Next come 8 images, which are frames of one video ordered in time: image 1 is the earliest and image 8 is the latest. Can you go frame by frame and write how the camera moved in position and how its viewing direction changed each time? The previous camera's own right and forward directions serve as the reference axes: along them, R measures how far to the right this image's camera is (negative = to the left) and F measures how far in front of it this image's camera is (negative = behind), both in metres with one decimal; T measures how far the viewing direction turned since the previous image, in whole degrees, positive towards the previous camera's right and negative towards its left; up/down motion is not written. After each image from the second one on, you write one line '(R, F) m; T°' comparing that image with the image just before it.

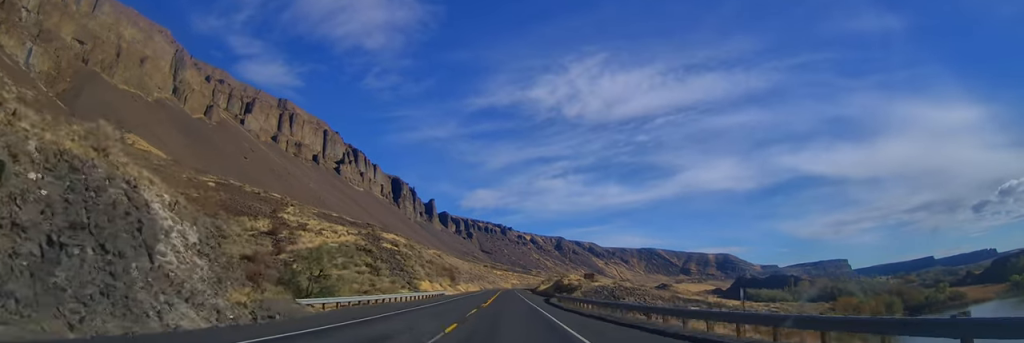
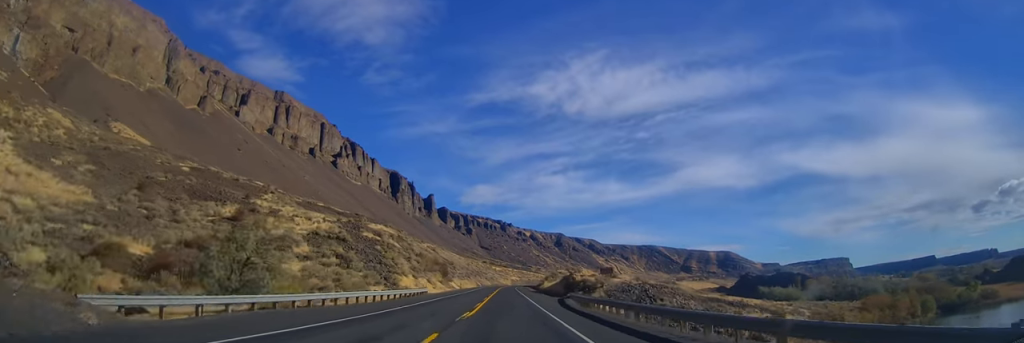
(+0.1, +17.5) m; 0°
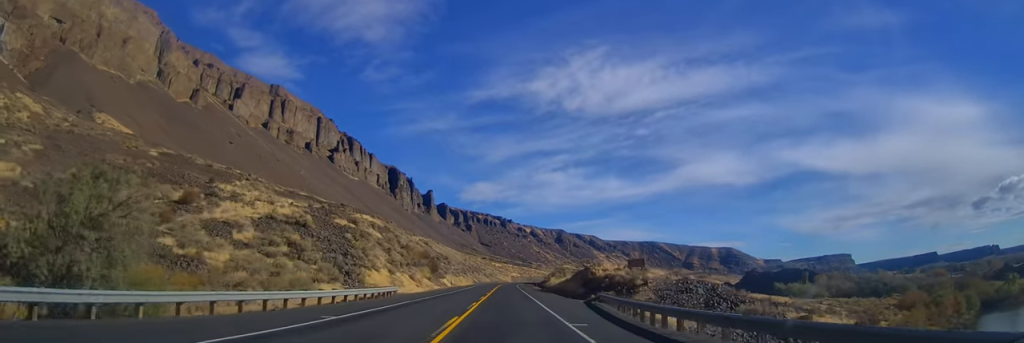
(+0.2, +18.6) m; 0°
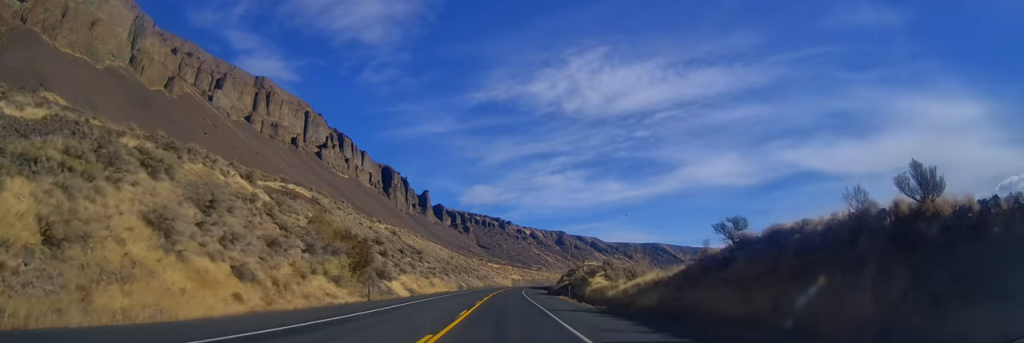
(-1.6, +54.5) m; -1°
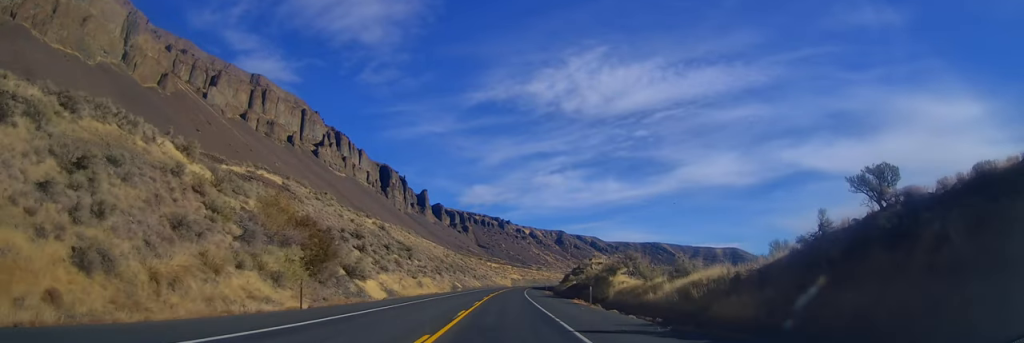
(+0.1, +12.3) m; +1°
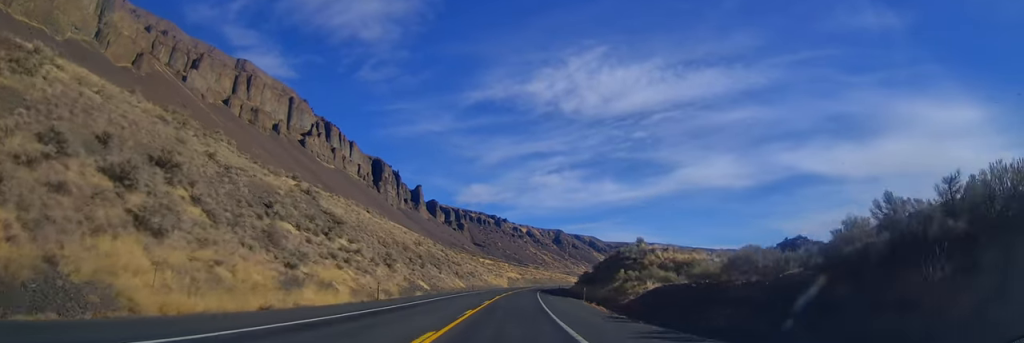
(+1.1, +47.0) m; 0°
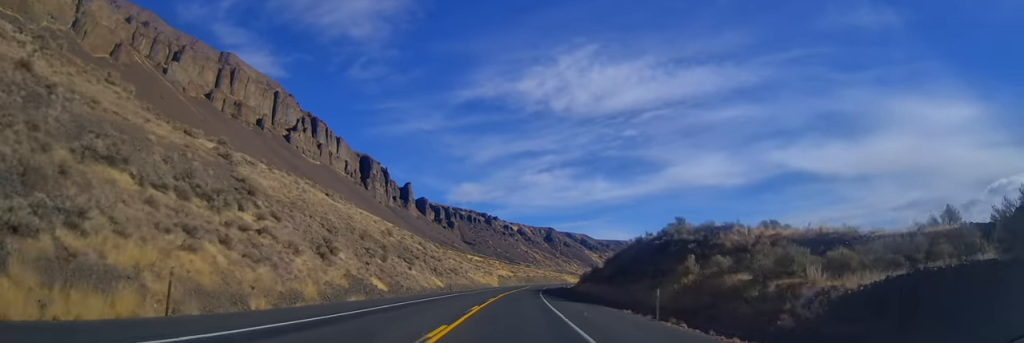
(-0.4, +22.8) m; 0°
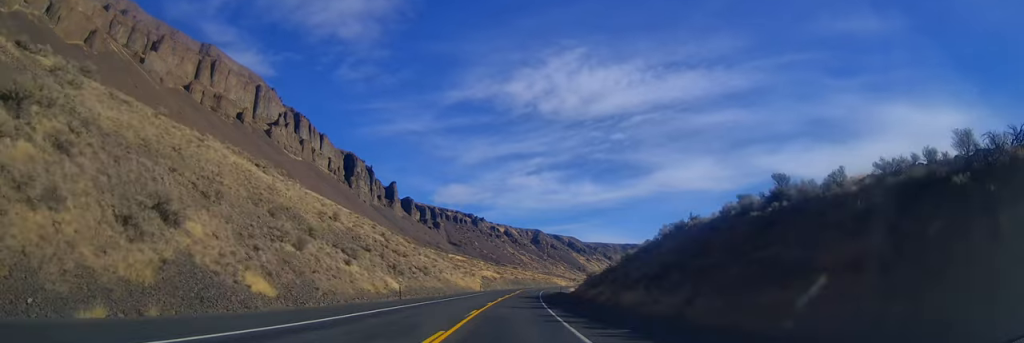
(-0.2, +25.0) m; +1°
